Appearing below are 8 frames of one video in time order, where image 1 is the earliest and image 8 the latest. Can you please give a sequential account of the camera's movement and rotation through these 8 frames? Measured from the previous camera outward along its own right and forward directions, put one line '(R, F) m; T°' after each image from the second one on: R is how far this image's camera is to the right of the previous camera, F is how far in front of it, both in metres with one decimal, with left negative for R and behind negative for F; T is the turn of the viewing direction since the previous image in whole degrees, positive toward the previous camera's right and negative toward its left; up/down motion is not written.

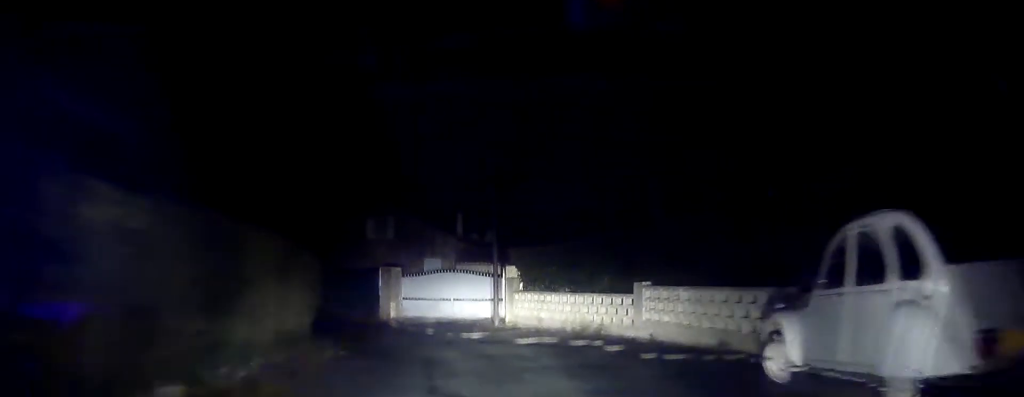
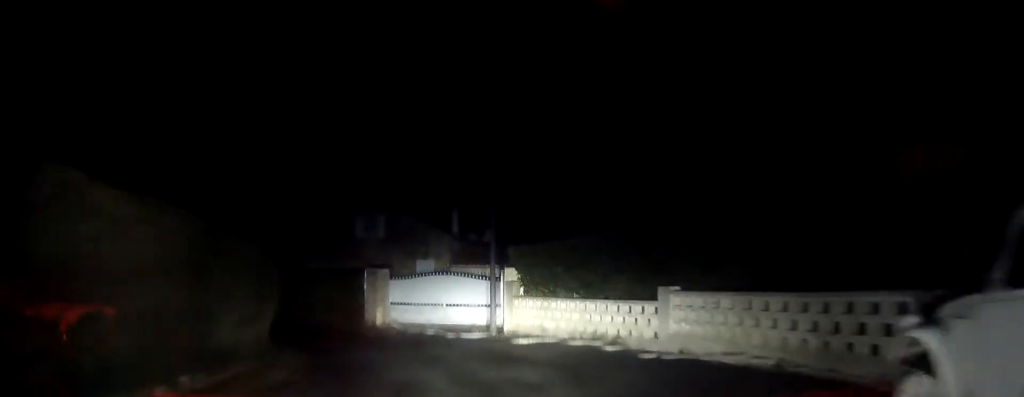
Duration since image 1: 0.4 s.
(0.0, +2.8) m; -1°
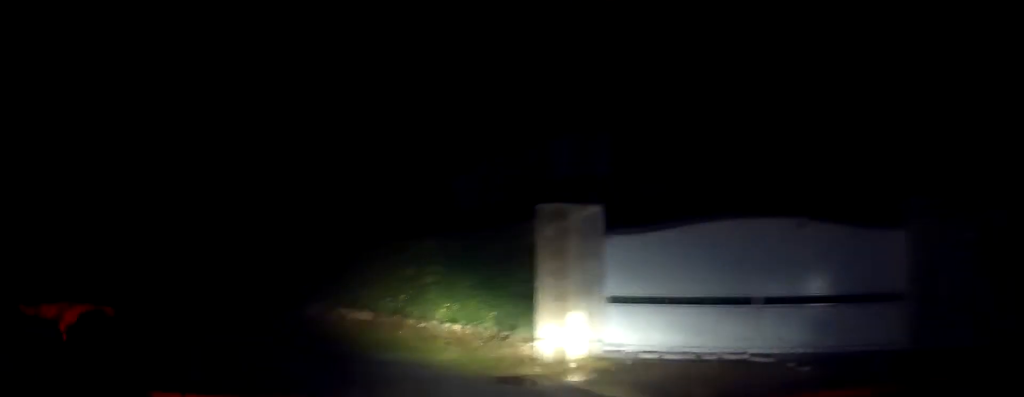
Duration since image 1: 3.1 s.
(+0.2, +15.8) m; -7°
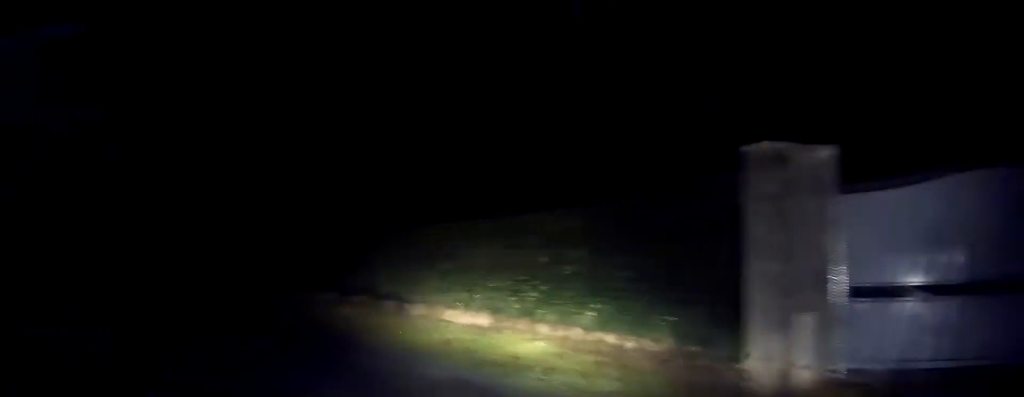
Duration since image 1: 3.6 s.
(-0.3, +3.2) m; -9°
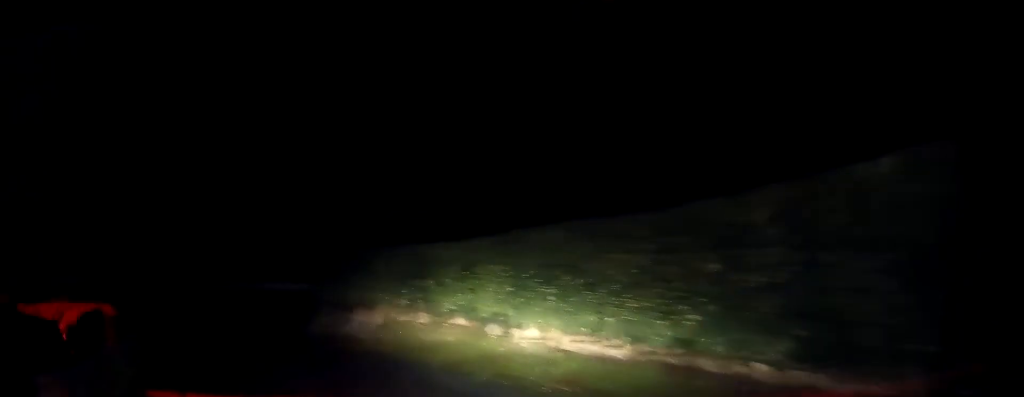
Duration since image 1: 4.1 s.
(-0.1, +2.6) m; -8°
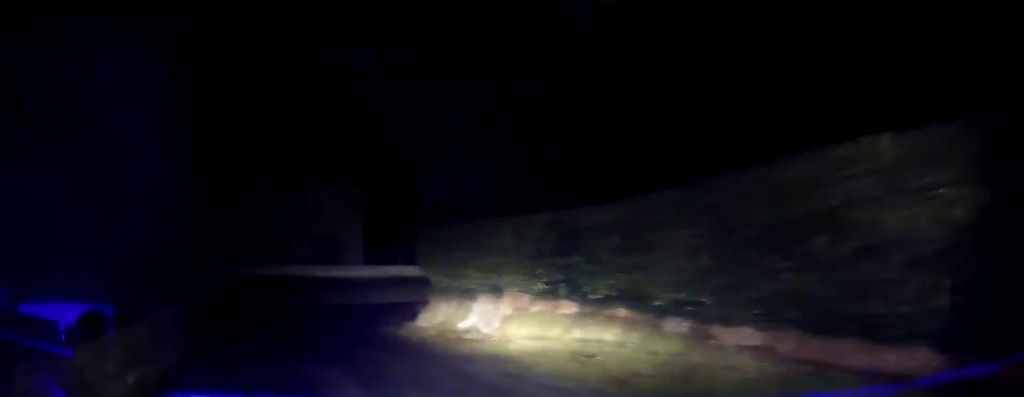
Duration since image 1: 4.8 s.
(-0.5, +3.9) m; -11°
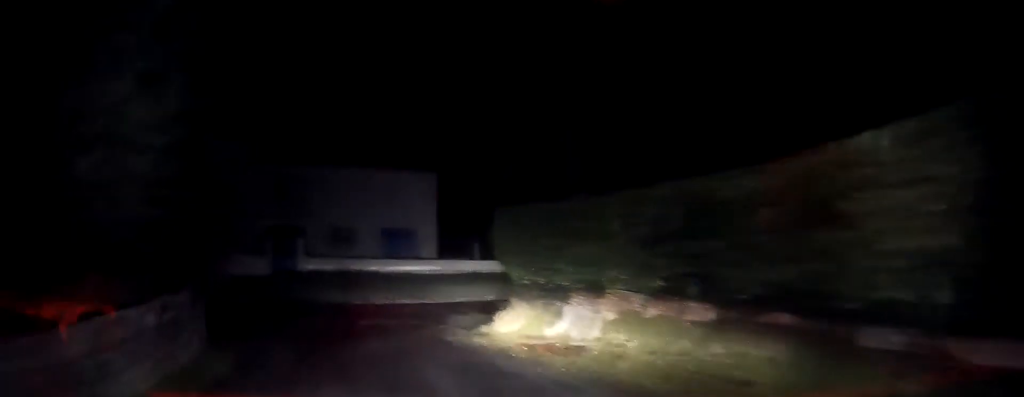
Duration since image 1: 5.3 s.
(0.0, +3.0) m; -8°
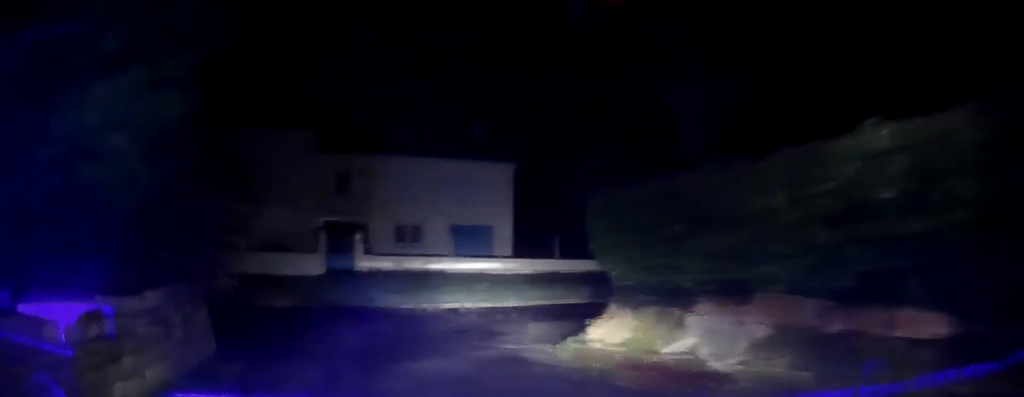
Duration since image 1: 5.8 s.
(-0.4, +3.3) m; -9°
